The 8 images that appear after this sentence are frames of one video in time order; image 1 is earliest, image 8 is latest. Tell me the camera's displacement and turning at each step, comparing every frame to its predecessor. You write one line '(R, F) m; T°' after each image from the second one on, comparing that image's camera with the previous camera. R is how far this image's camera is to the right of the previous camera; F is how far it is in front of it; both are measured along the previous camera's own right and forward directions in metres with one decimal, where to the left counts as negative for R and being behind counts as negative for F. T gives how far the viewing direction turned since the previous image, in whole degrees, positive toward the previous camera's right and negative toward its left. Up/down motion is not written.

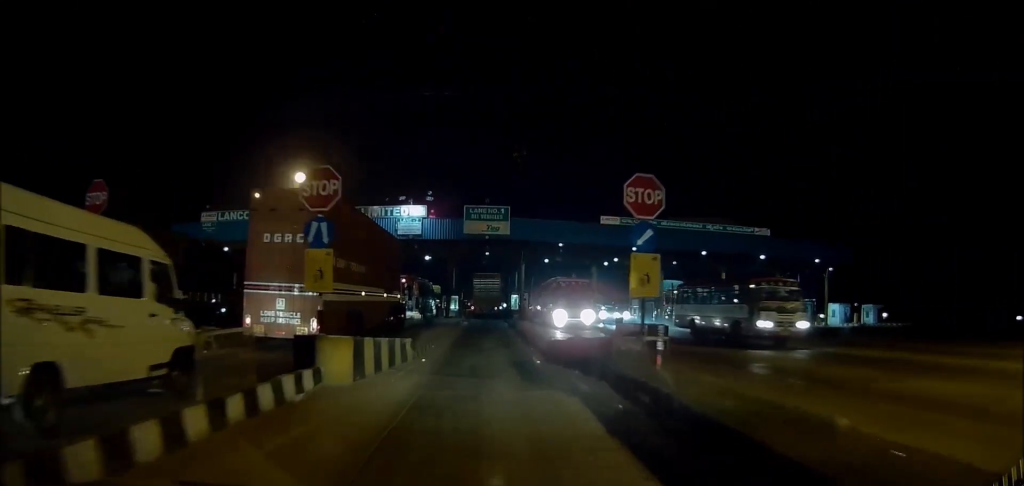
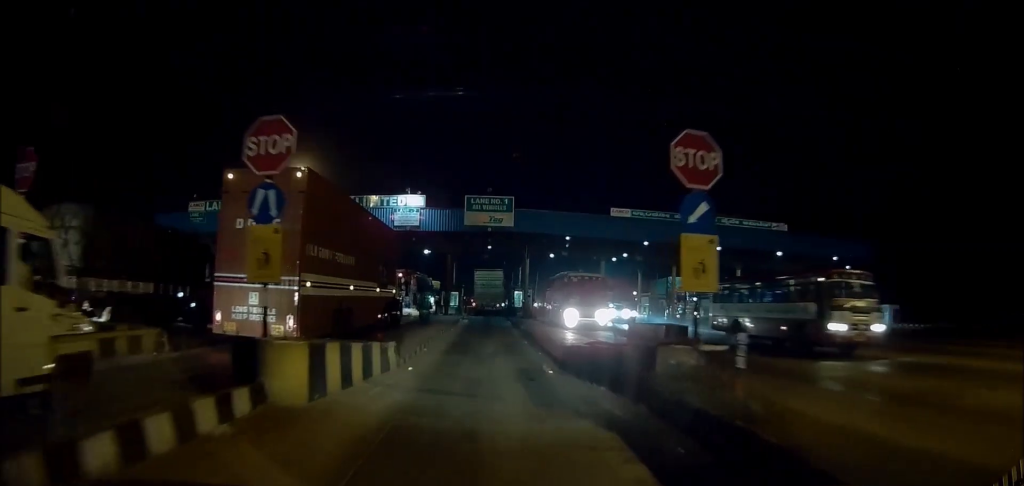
(0.0, +2.4) m; +1°
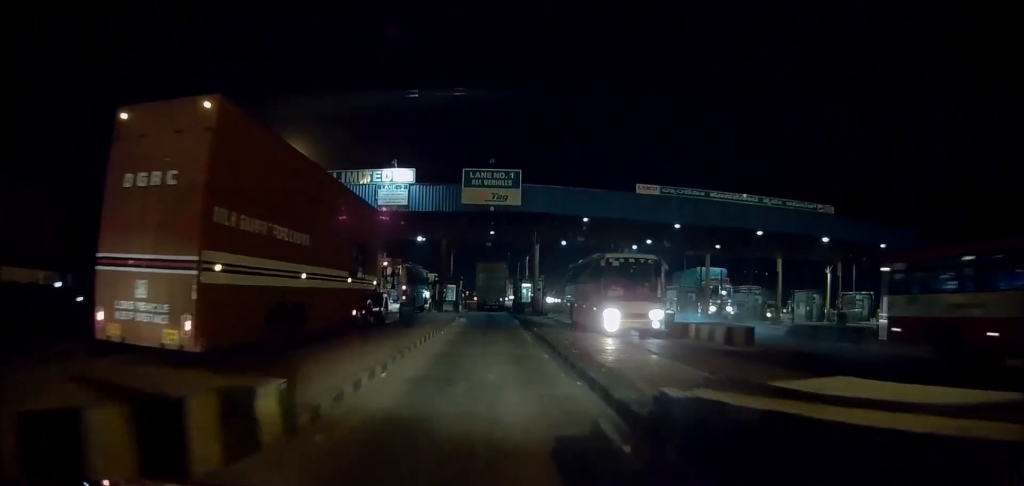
(+0.1, +6.6) m; +1°
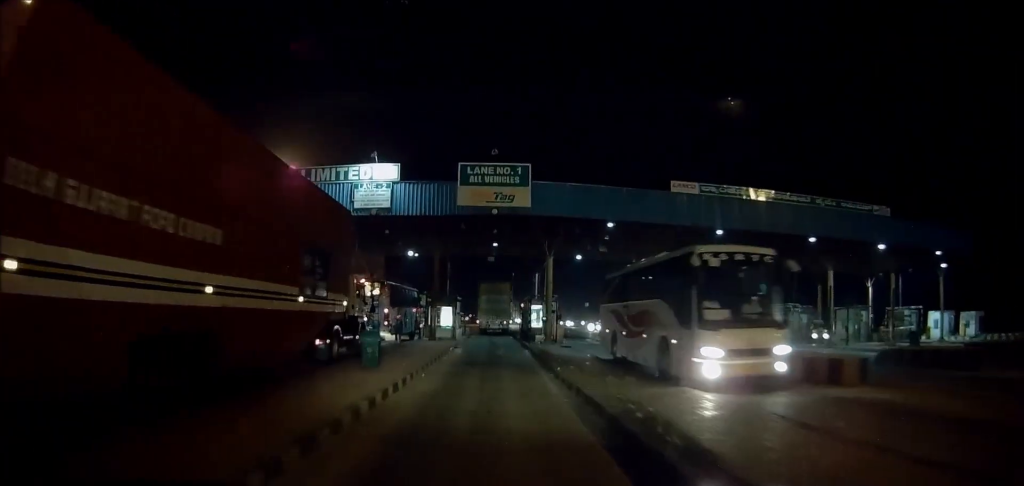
(0.0, +6.7) m; -1°
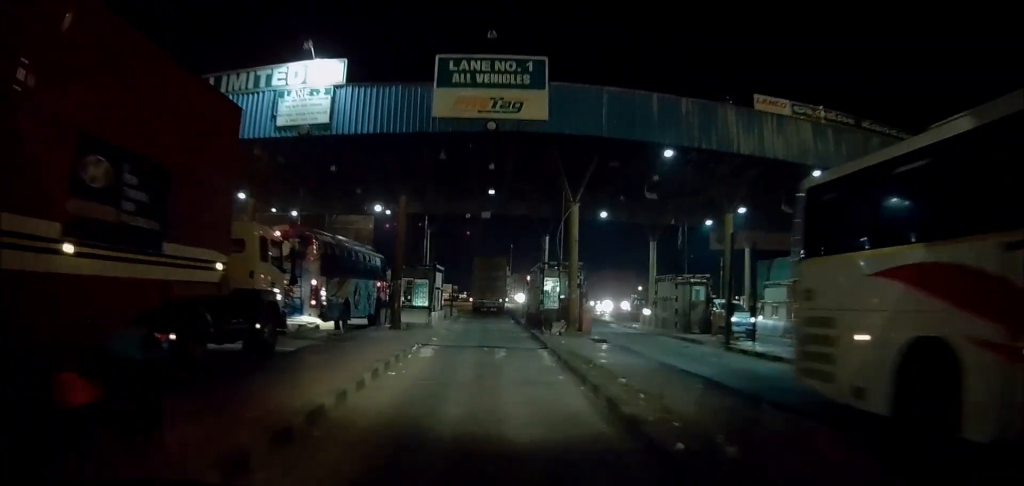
(-0.2, +10.8) m; 0°
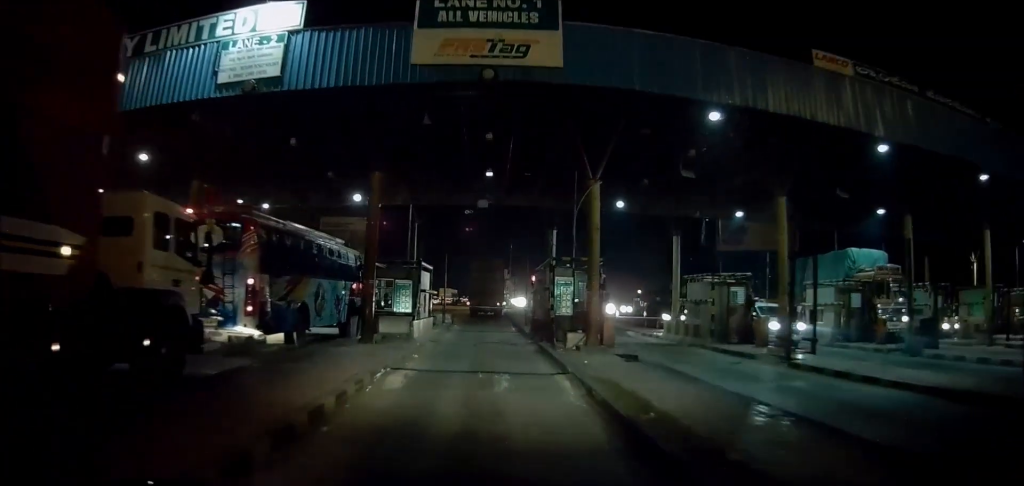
(+0.2, +5.6) m; +1°
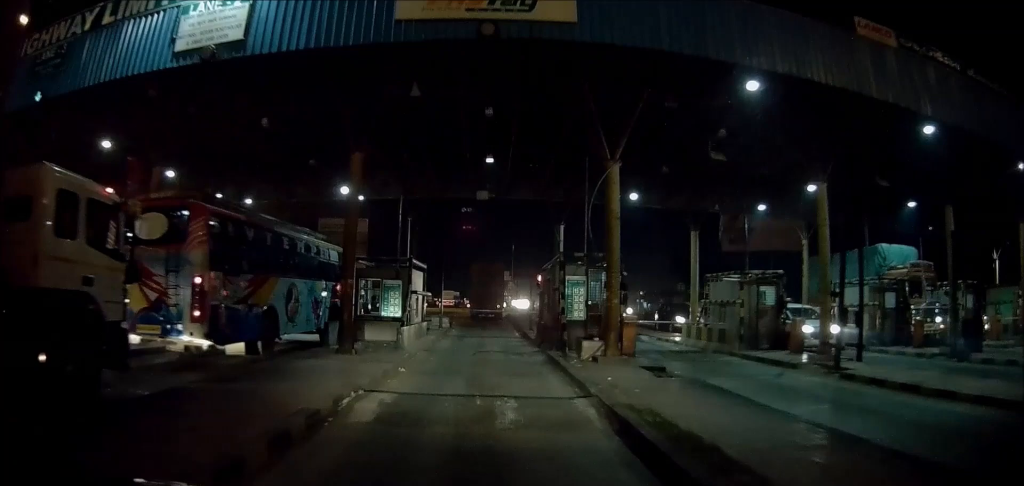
(+0.1, +3.3) m; -1°
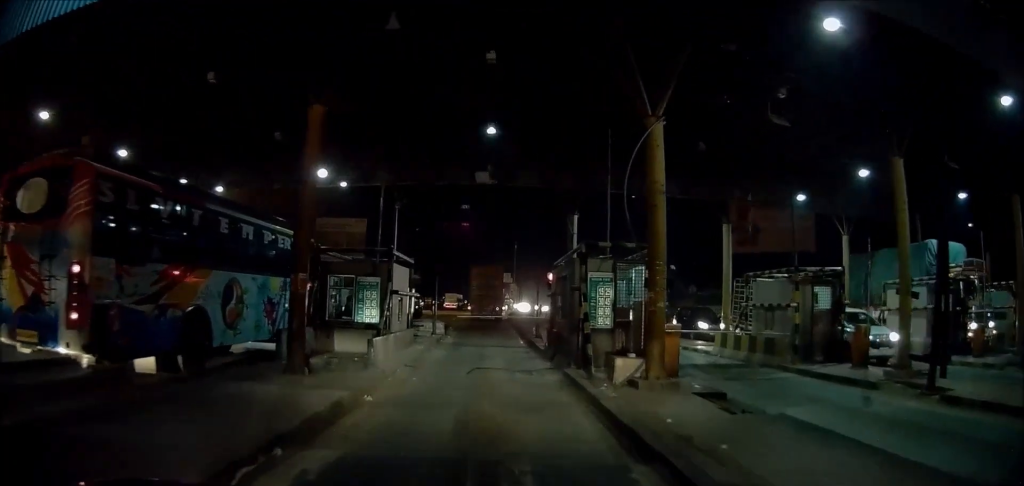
(-0.3, +4.8) m; -3°
